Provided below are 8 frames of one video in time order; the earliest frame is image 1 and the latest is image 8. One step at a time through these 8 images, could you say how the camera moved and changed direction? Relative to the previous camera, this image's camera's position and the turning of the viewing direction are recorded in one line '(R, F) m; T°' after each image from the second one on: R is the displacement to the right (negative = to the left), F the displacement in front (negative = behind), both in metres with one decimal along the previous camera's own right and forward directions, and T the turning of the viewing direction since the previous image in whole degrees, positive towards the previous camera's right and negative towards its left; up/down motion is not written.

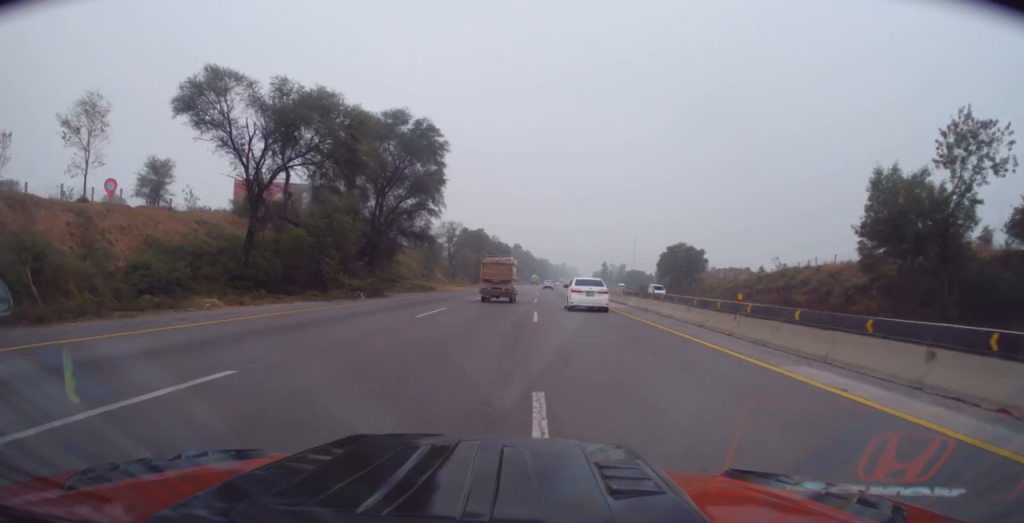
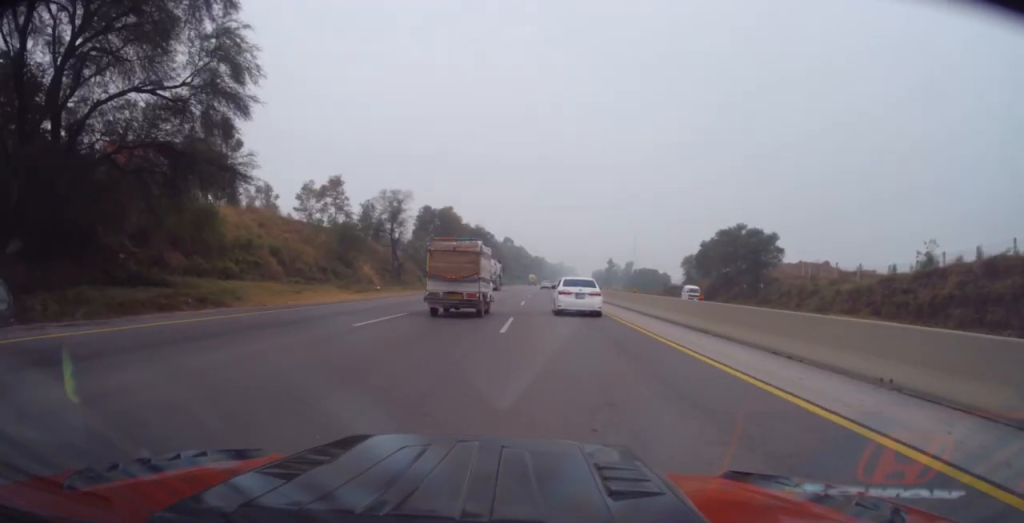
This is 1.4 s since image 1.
(+0.1, +40.3) m; 0°
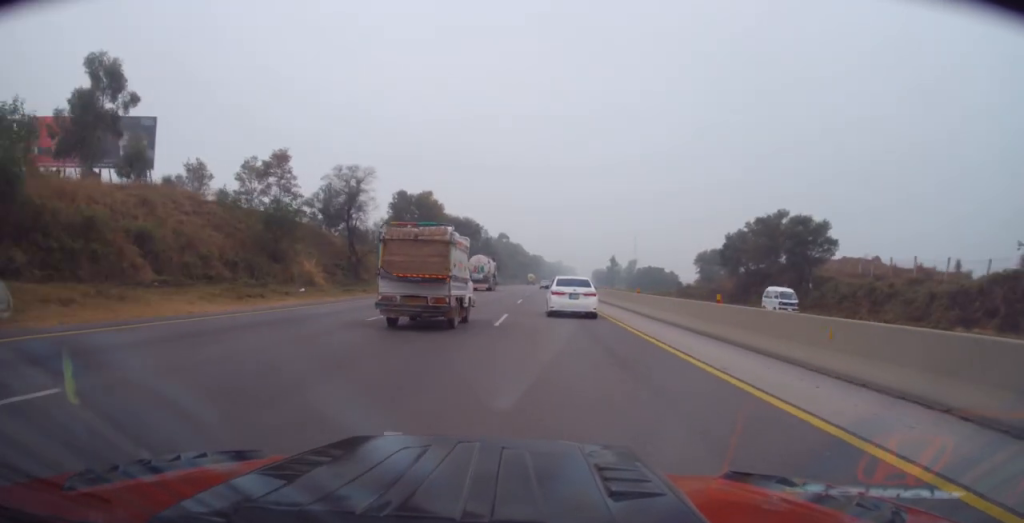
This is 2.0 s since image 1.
(0.0, +15.8) m; 0°
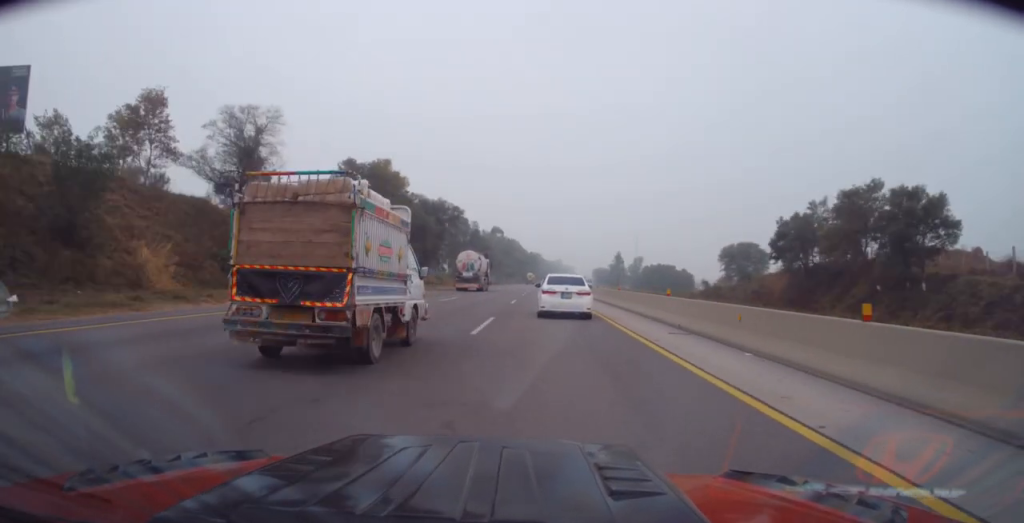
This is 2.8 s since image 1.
(+0.2, +21.1) m; +1°
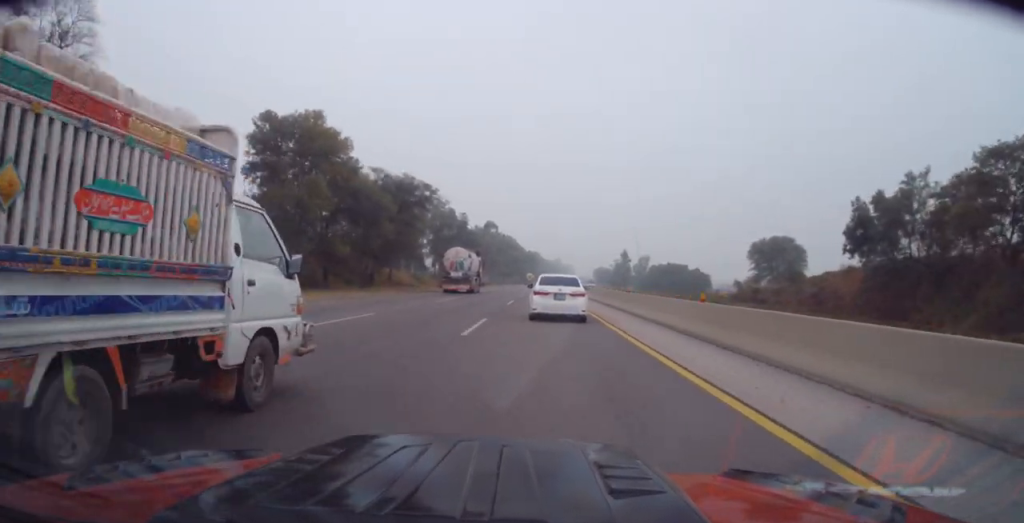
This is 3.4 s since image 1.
(+0.1, +18.2) m; -1°
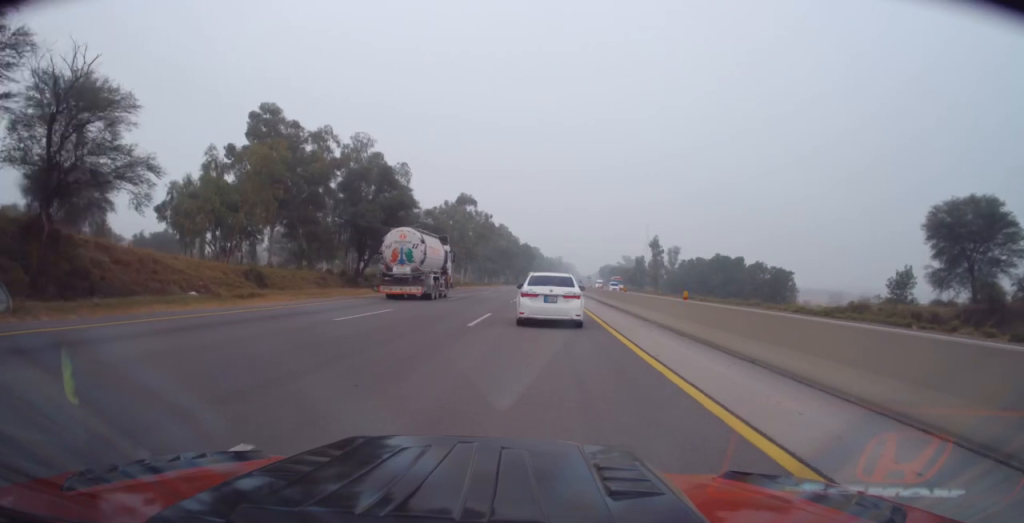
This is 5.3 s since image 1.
(-0.6, +51.4) m; +1°
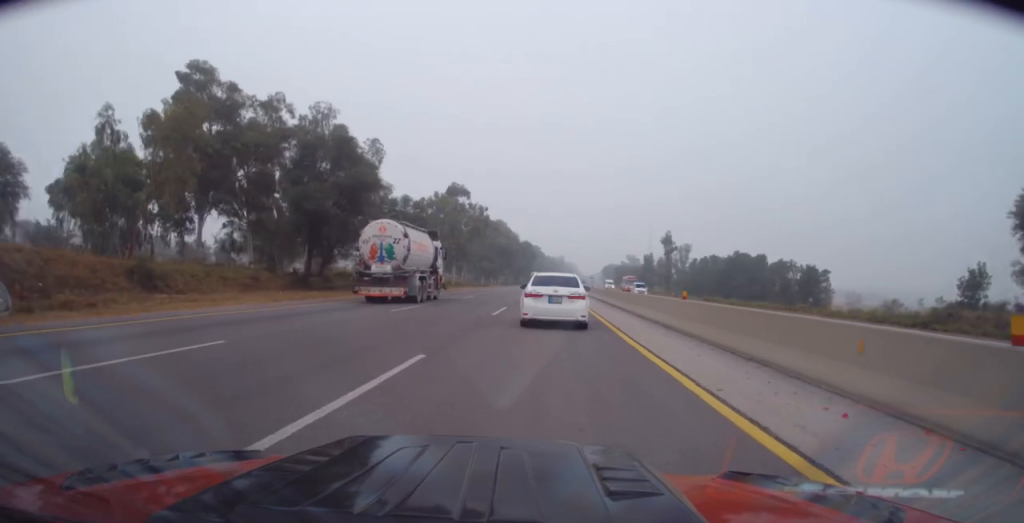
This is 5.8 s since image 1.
(+0.2, +12.5) m; +1°
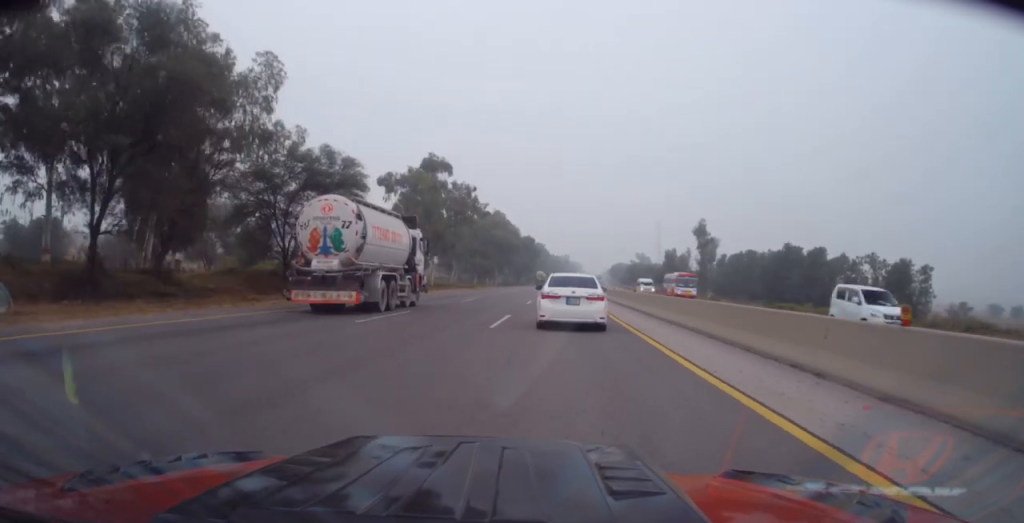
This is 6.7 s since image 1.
(-0.1, +23.9) m; -2°
